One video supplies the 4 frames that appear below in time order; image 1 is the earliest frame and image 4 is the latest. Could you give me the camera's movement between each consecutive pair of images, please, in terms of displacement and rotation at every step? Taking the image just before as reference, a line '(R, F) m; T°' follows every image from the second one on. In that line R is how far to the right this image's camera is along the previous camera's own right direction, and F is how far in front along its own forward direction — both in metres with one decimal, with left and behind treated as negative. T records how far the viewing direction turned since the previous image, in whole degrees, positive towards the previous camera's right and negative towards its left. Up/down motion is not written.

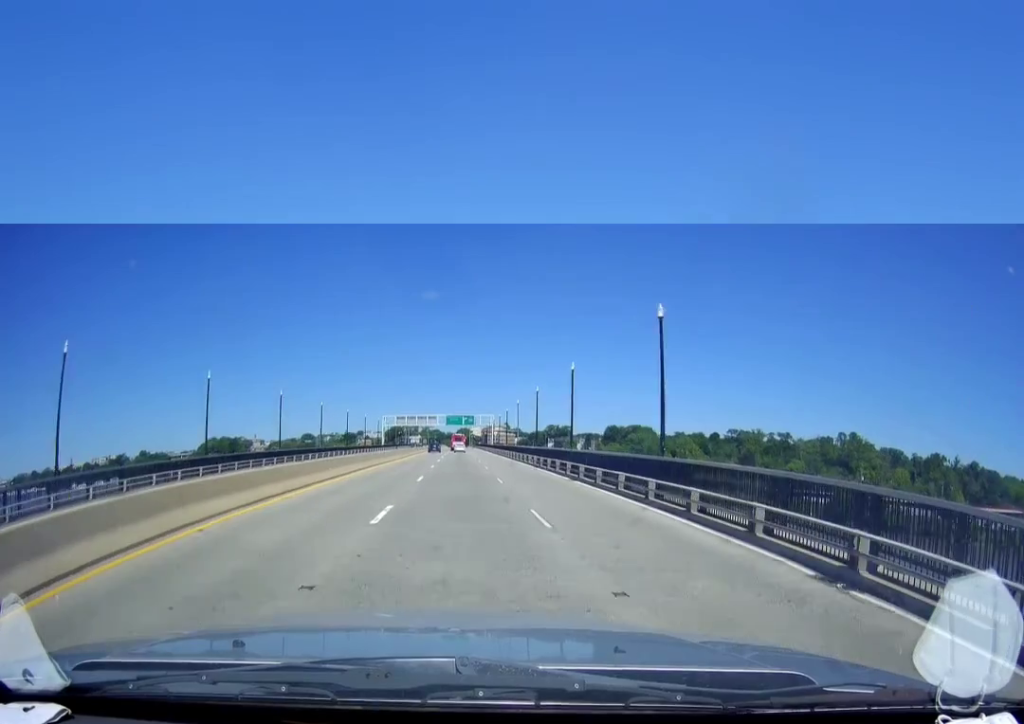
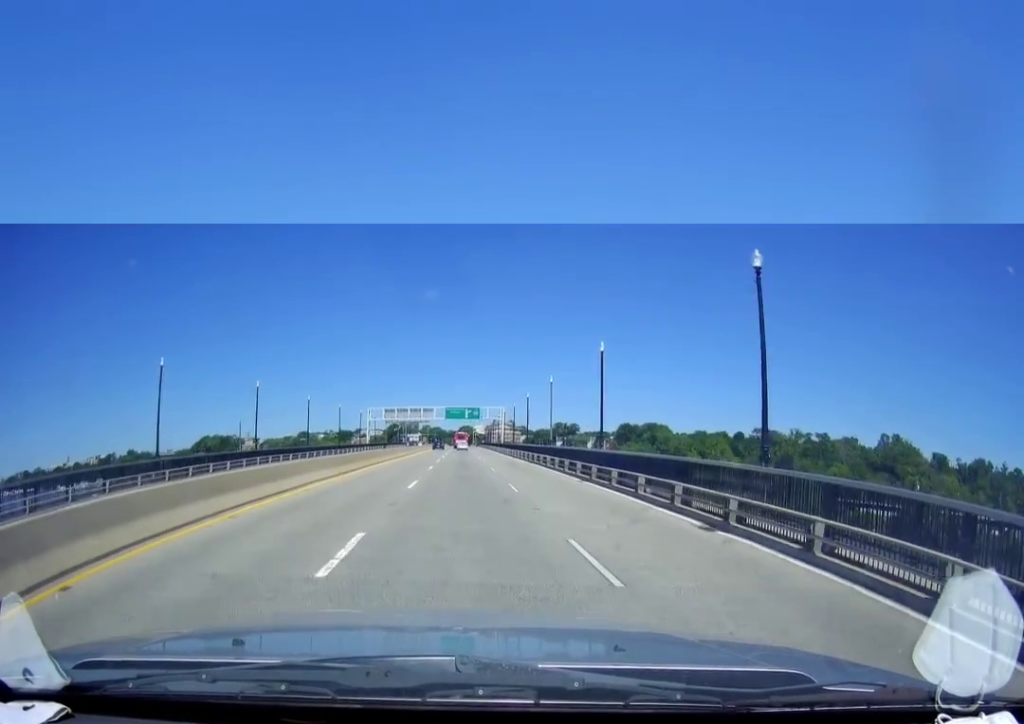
(-0.2, +28.2) m; 0°
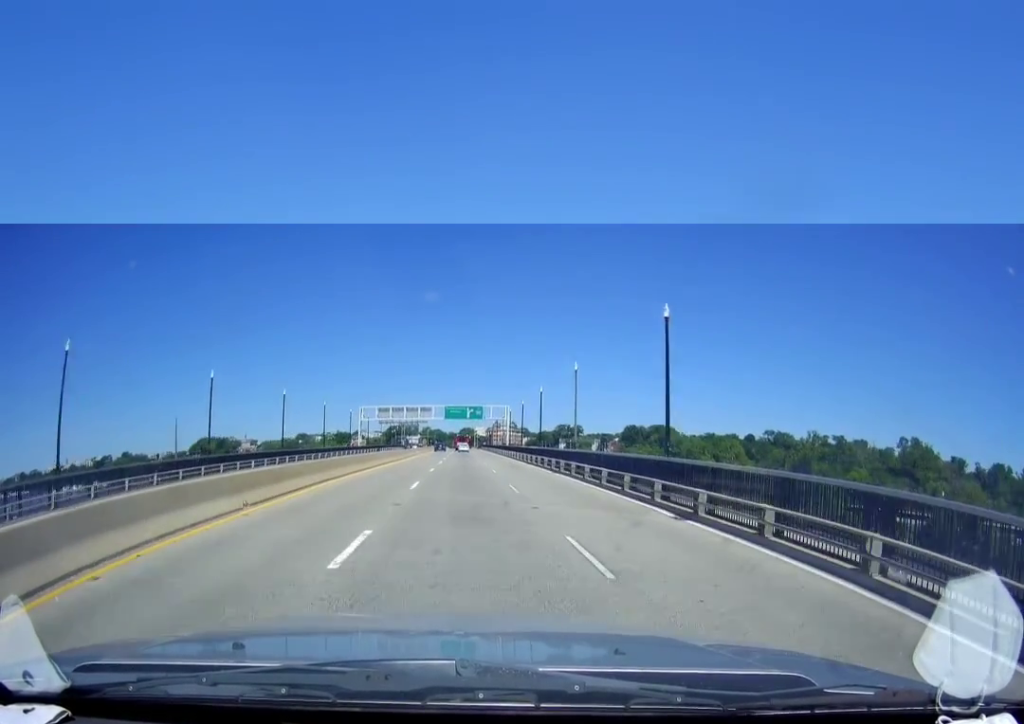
(0.0, +11.4) m; 0°
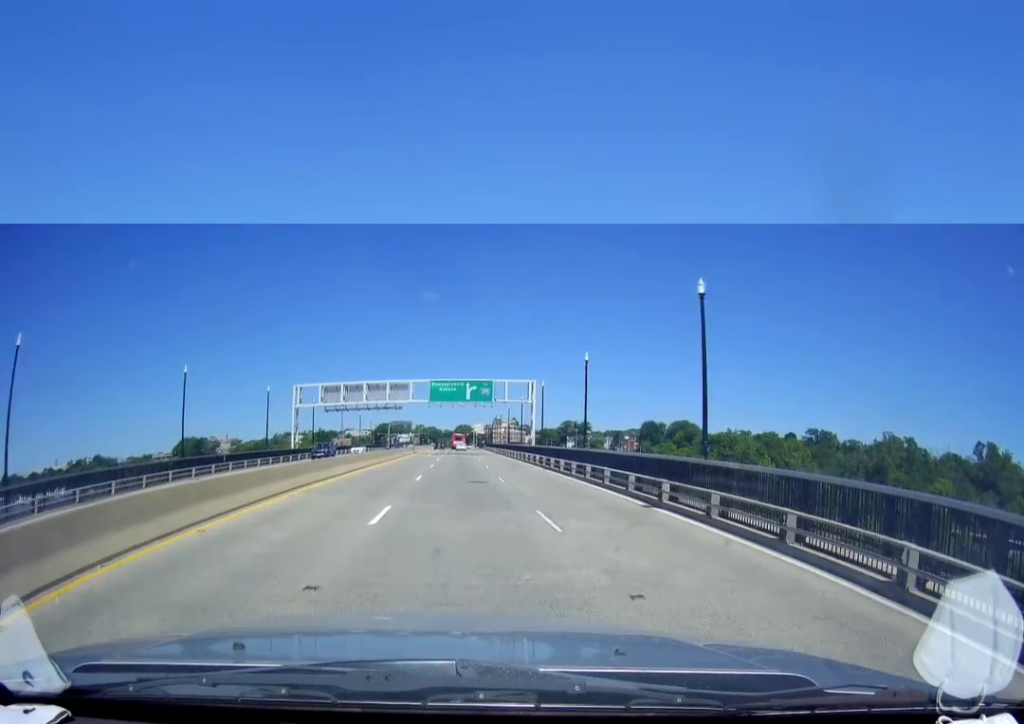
(-1.1, +44.1) m; -1°
